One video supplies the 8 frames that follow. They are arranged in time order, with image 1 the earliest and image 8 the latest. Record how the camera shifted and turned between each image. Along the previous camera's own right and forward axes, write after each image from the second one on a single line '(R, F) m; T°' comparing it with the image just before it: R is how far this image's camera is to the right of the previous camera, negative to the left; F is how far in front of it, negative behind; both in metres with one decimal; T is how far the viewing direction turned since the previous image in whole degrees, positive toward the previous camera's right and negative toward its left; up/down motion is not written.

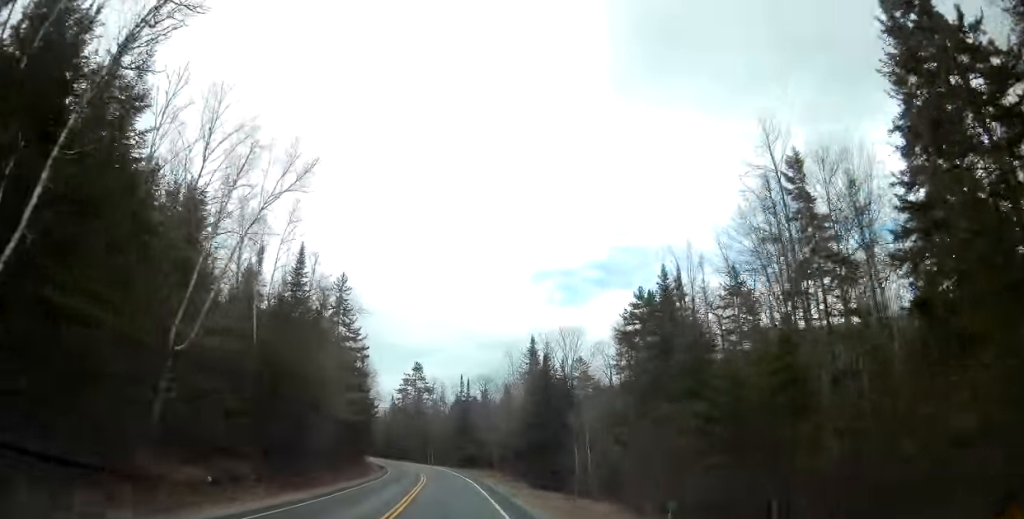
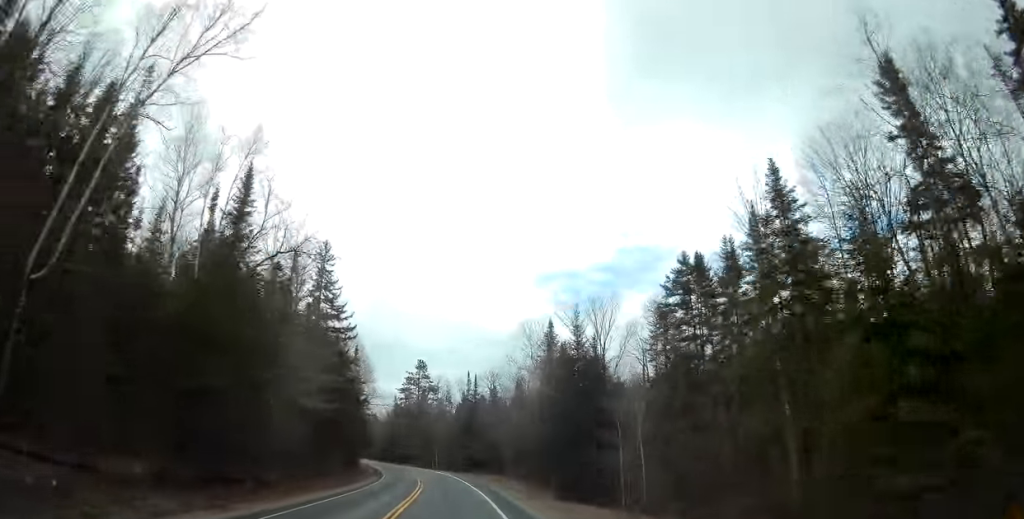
(0.0, +10.5) m; -1°
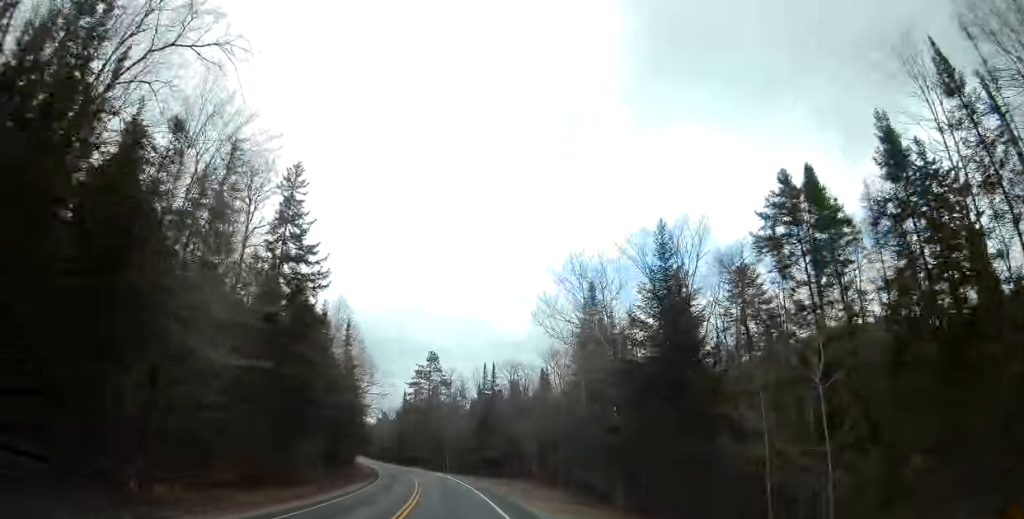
(-0.1, +14.5) m; -1°
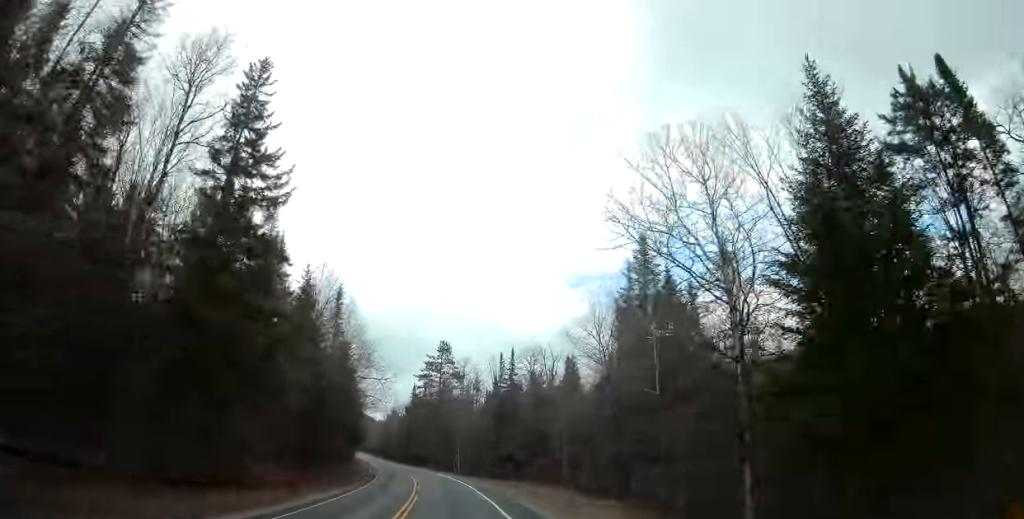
(-0.1, +11.2) m; -1°
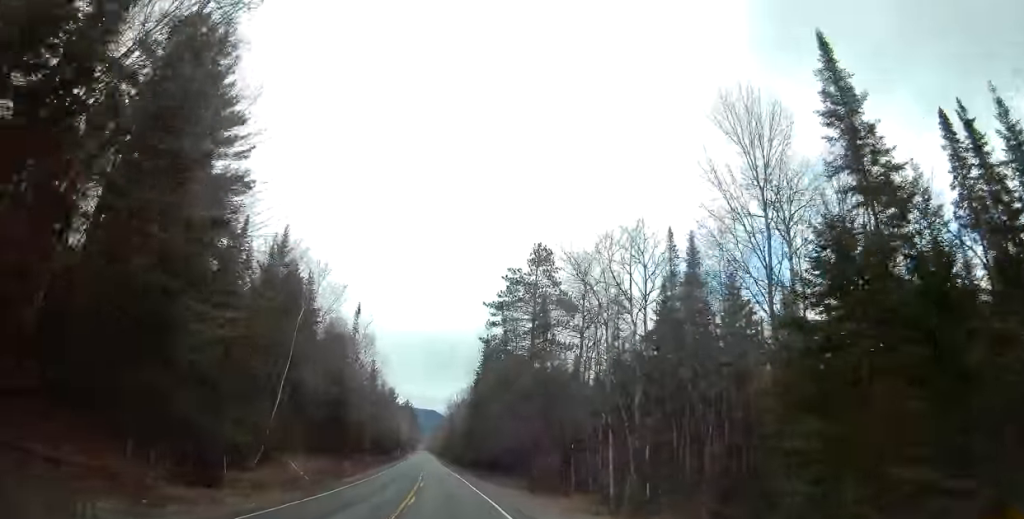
(-3.5, +61.6) m; -6°
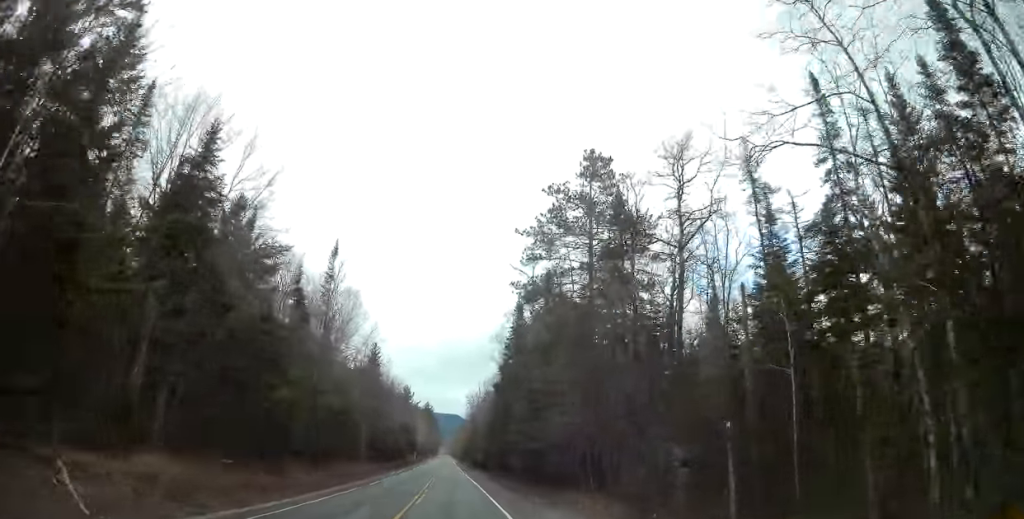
(-0.3, +23.1) m; -3°
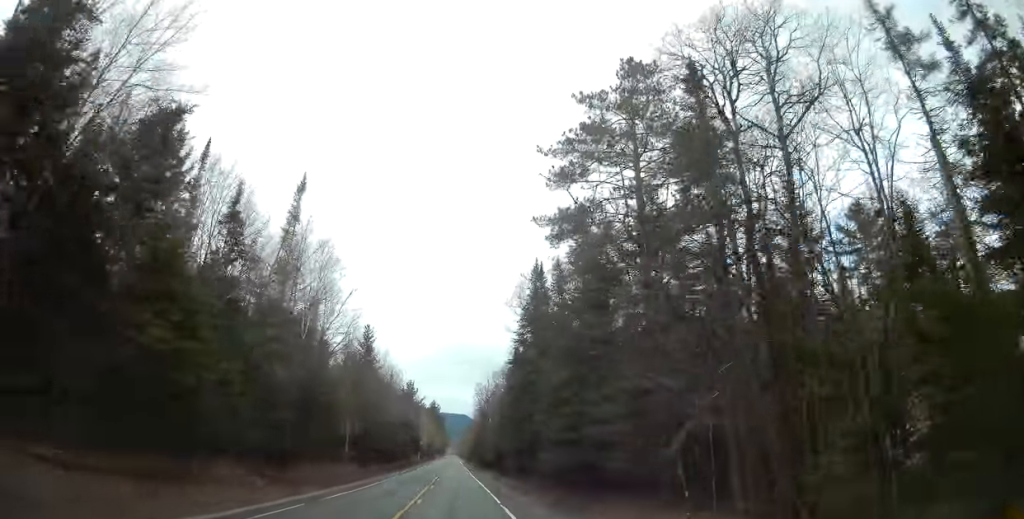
(-0.4, +12.7) m; -1°
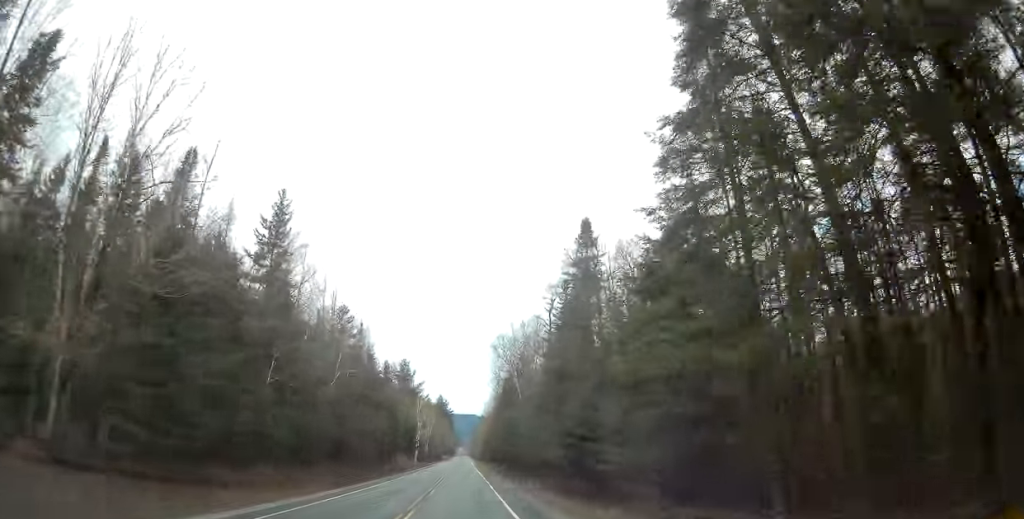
(-1.1, +42.9) m; -2°
